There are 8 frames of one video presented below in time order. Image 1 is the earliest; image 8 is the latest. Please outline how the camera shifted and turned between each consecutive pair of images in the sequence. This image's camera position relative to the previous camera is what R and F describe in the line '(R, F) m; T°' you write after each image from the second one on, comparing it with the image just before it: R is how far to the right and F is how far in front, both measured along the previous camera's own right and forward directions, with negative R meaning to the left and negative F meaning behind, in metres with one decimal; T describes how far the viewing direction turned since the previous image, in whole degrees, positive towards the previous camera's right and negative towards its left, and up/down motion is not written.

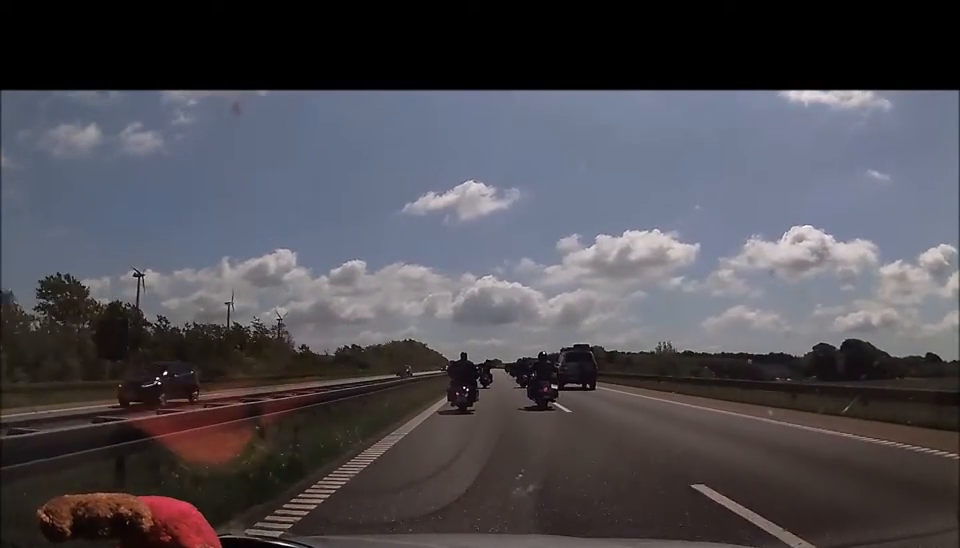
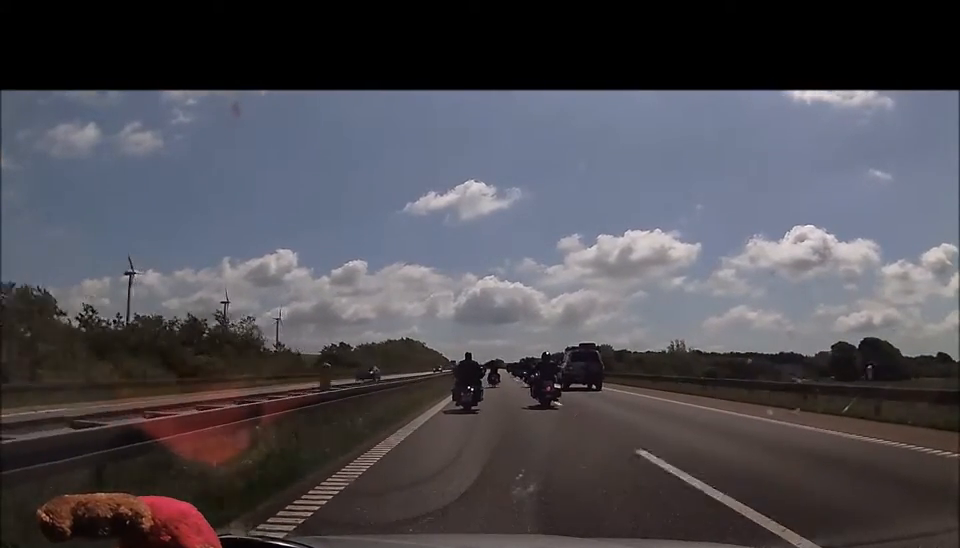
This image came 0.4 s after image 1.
(0.0, +12.5) m; 0°
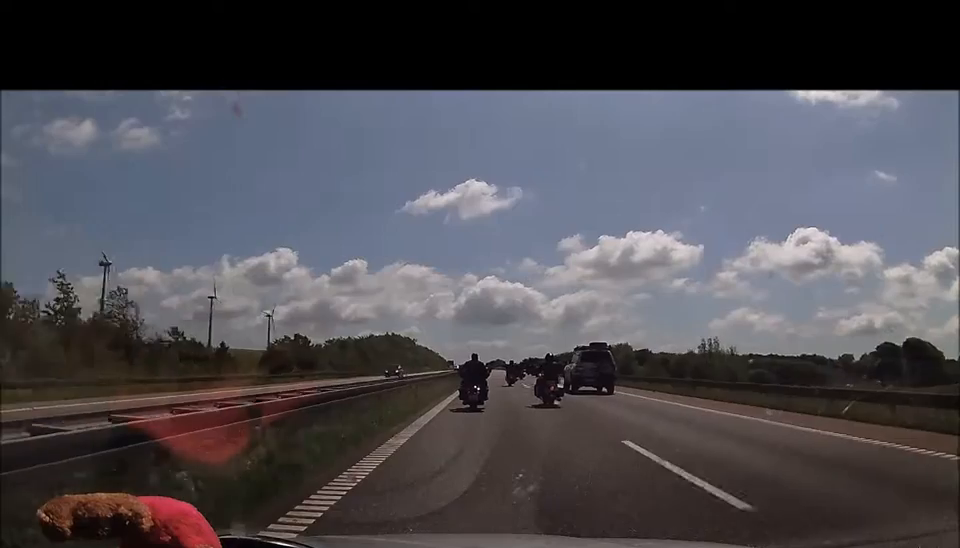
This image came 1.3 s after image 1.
(-0.1, +29.0) m; 0°
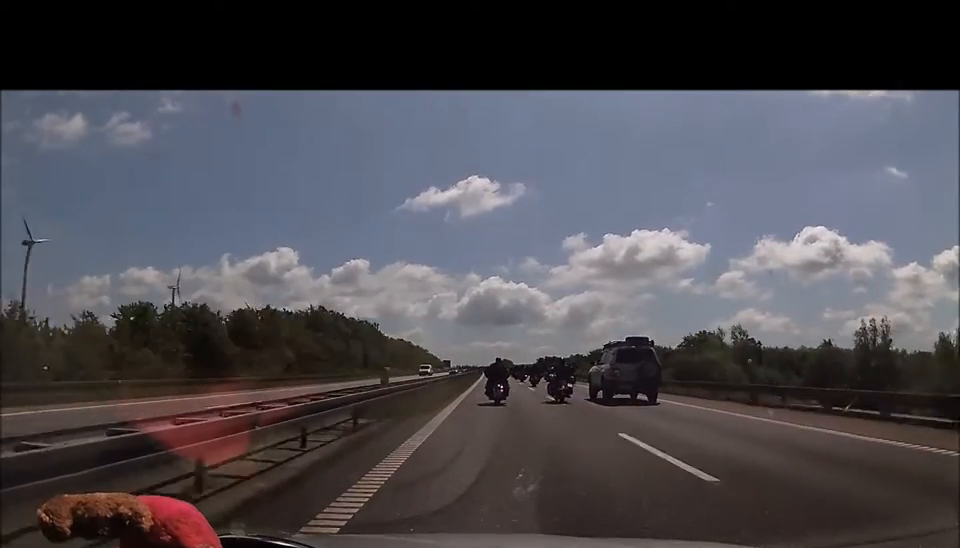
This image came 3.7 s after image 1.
(+0.3, +73.2) m; 0°
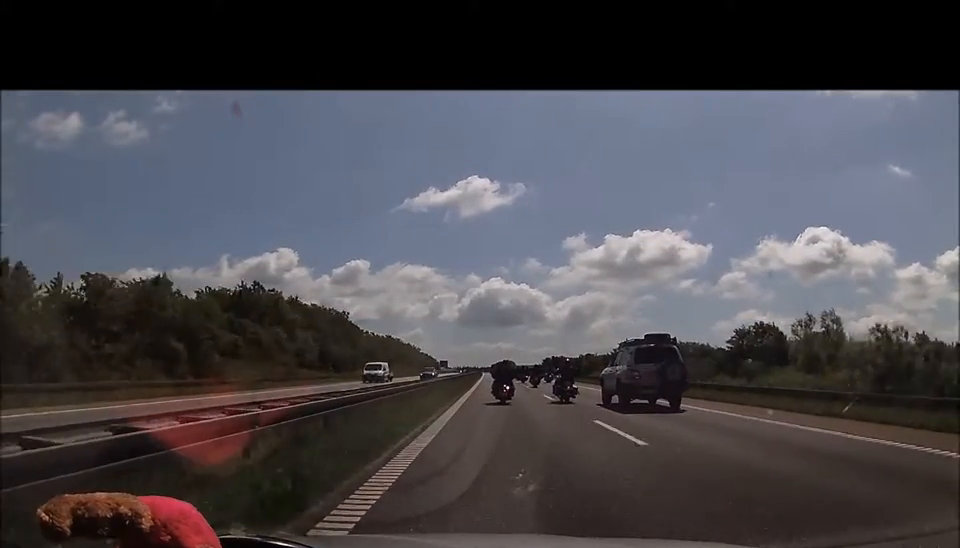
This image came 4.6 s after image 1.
(-0.1, +28.2) m; 0°
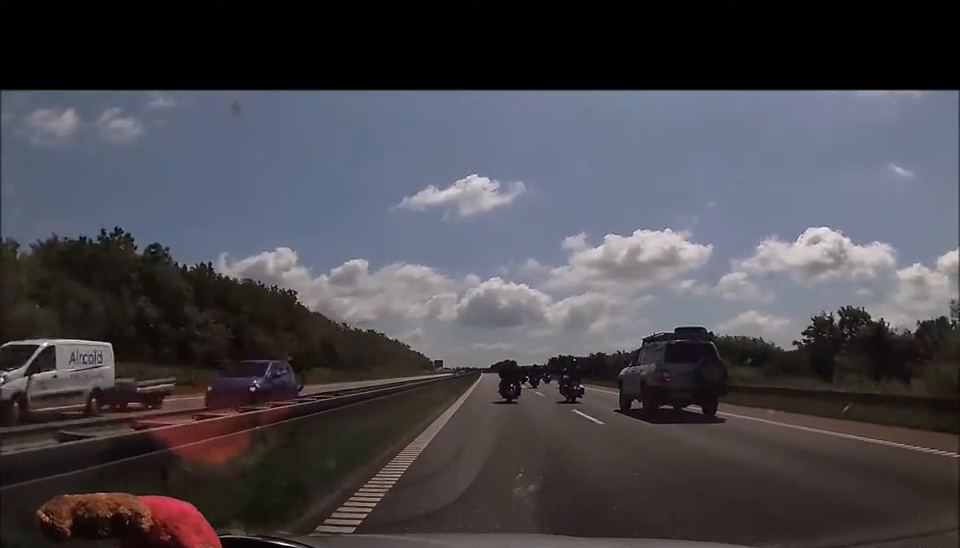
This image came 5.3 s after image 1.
(-0.1, +22.4) m; 0°
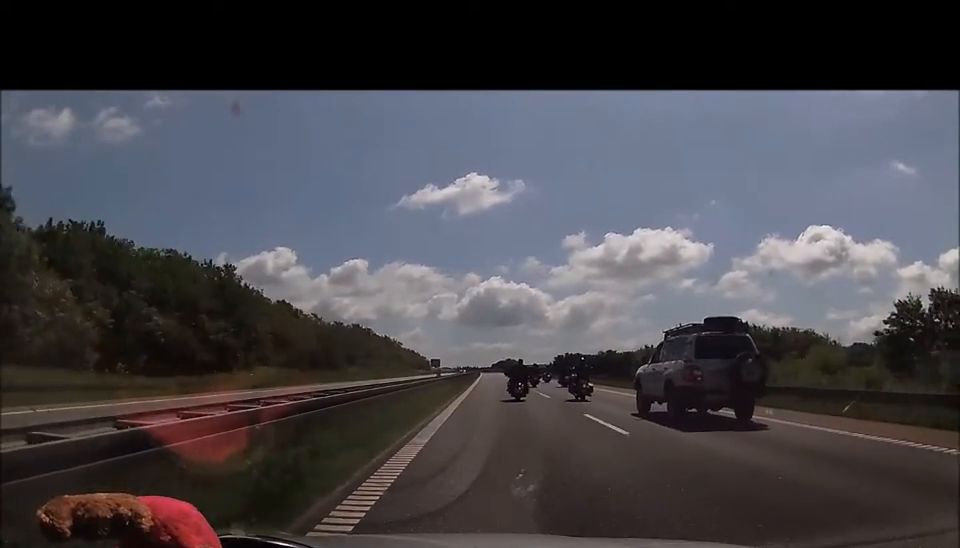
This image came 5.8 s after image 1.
(0.0, +17.6) m; 0°
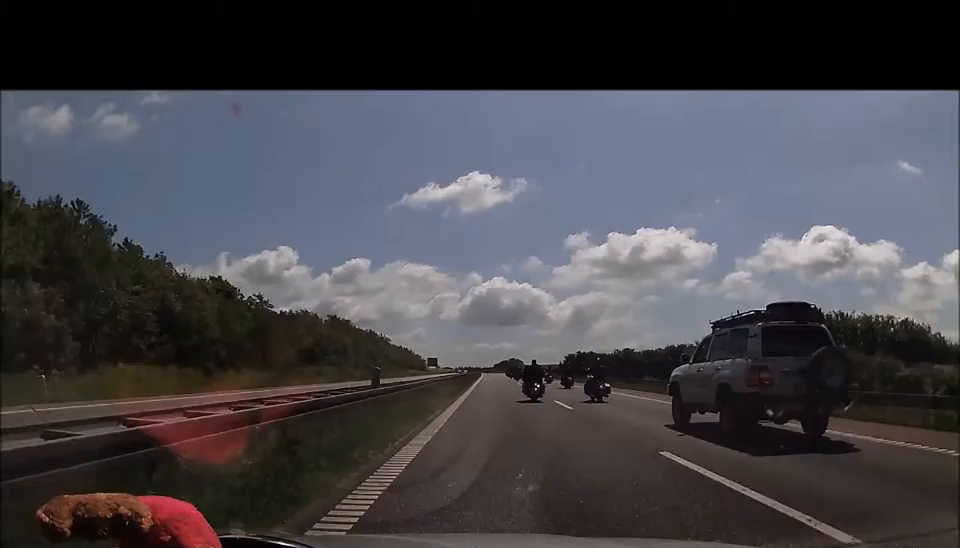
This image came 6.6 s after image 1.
(+0.1, +25.7) m; 0°
